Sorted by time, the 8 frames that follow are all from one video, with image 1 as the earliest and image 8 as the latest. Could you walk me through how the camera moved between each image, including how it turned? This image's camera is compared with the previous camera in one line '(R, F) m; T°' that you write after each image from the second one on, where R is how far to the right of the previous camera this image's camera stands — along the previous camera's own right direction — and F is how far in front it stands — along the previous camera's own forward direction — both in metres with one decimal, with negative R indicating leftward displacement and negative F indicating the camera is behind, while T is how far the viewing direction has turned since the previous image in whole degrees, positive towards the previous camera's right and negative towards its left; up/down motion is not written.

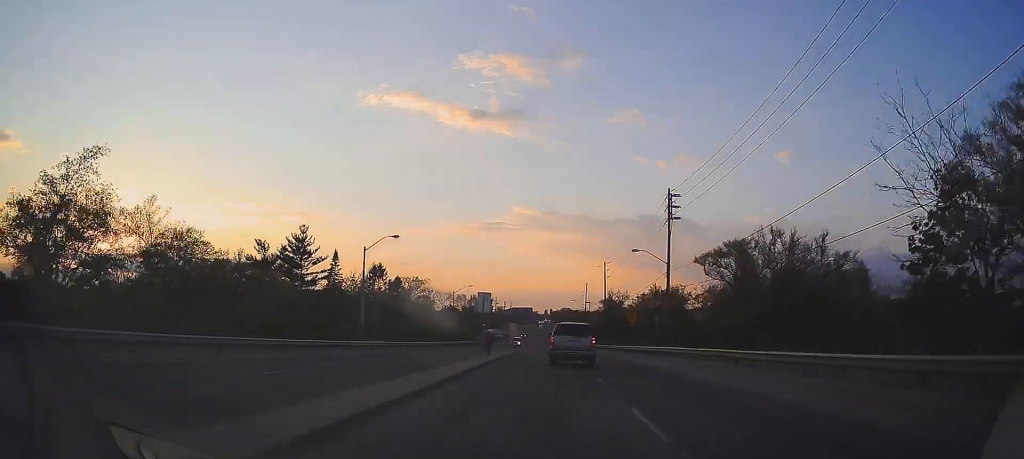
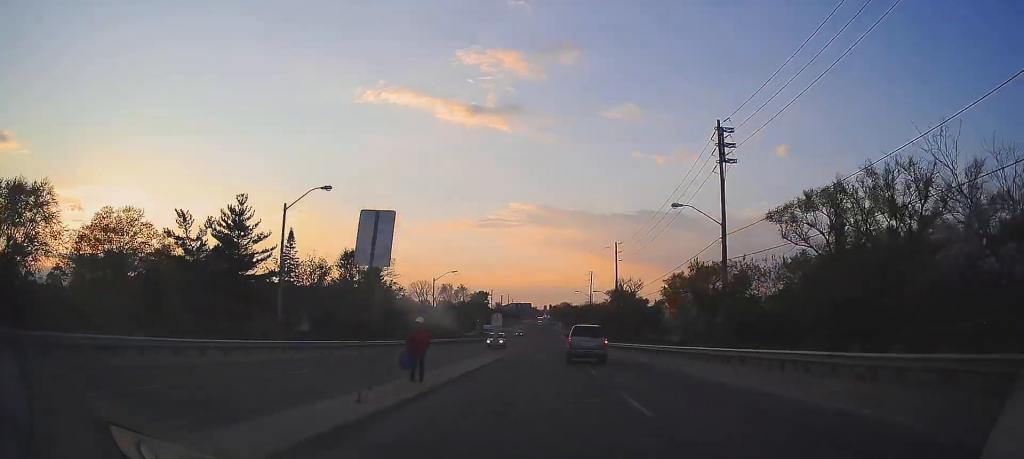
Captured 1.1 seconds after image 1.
(-0.1, +16.4) m; 0°
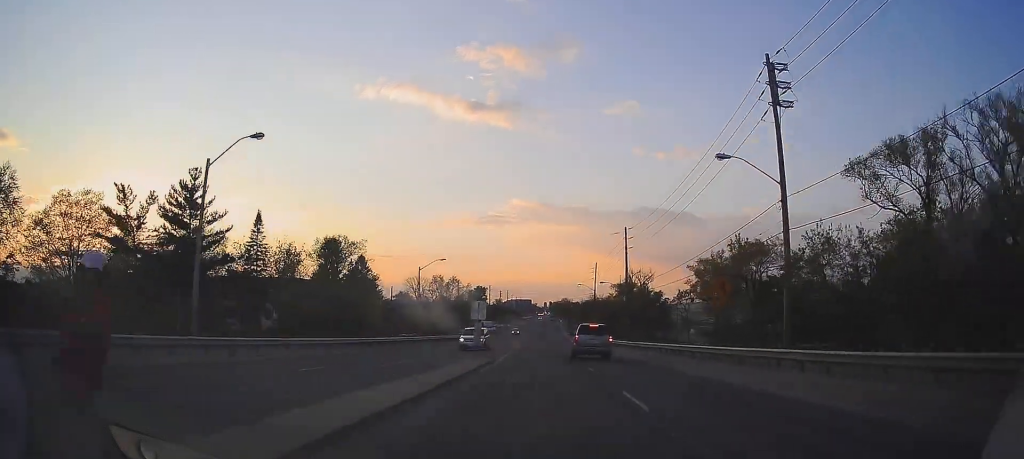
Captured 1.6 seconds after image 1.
(0.0, +8.9) m; 0°
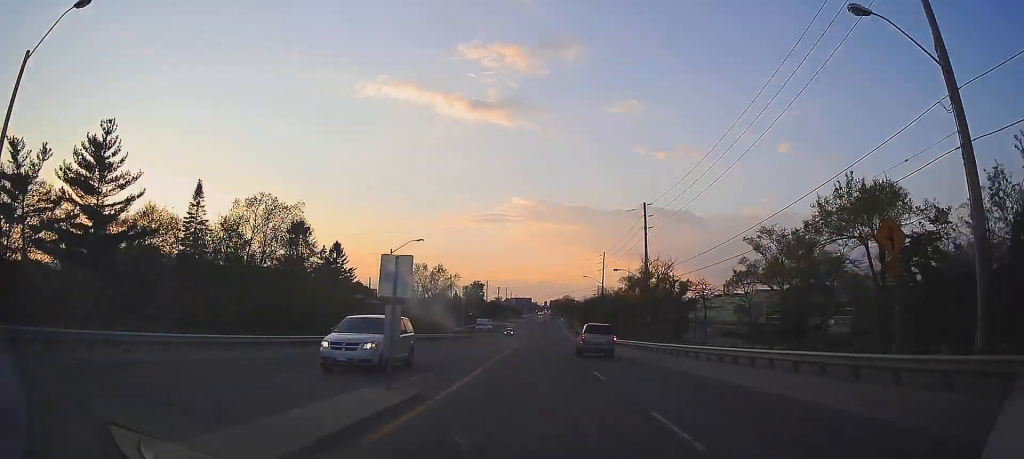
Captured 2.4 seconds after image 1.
(+0.1, +13.0) m; 0°
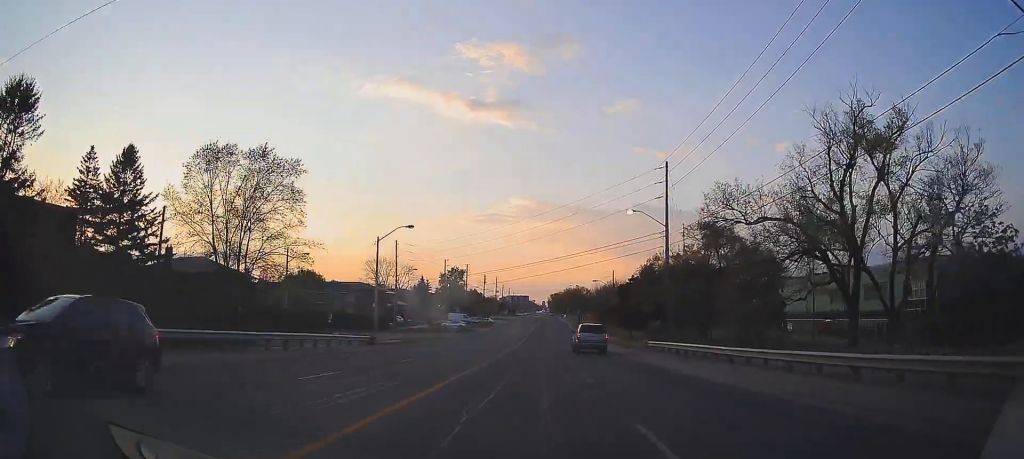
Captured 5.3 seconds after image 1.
(+0.7, +50.5) m; +1°
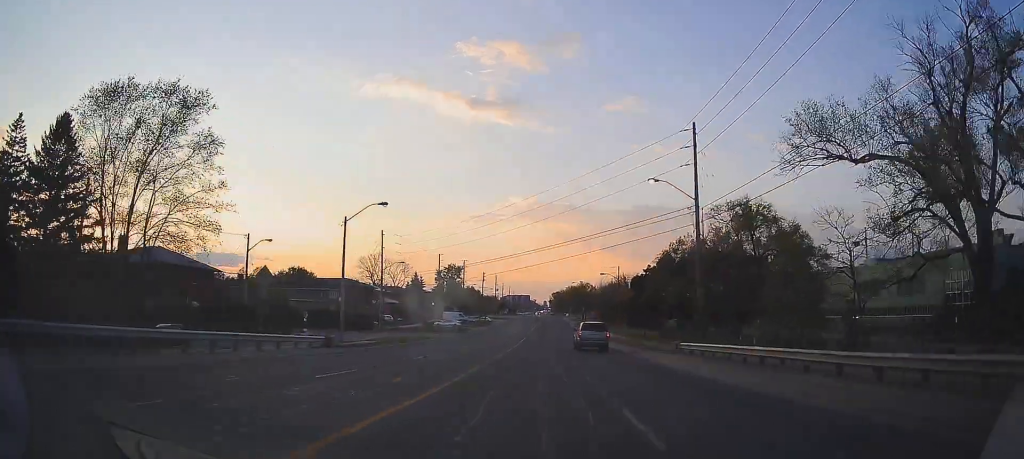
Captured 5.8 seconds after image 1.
(0.0, +8.5) m; -1°
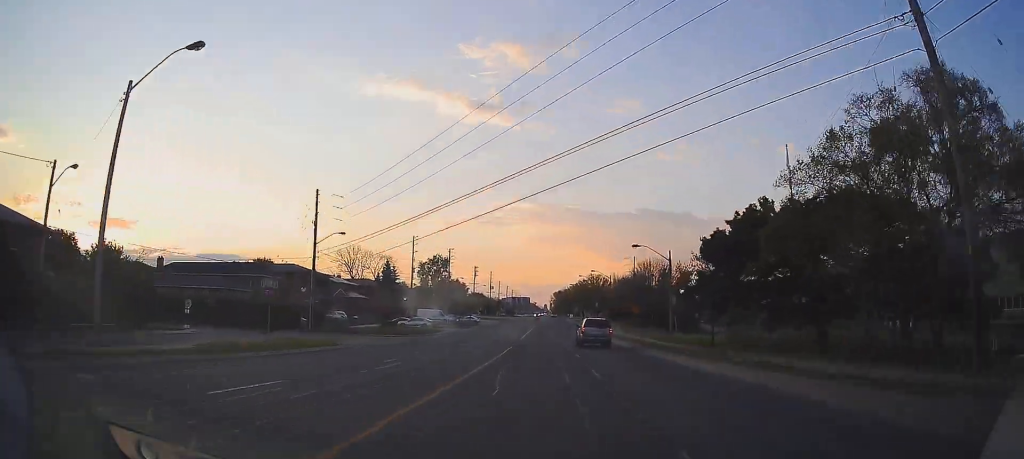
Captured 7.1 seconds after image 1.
(-0.2, +24.7) m; +1°
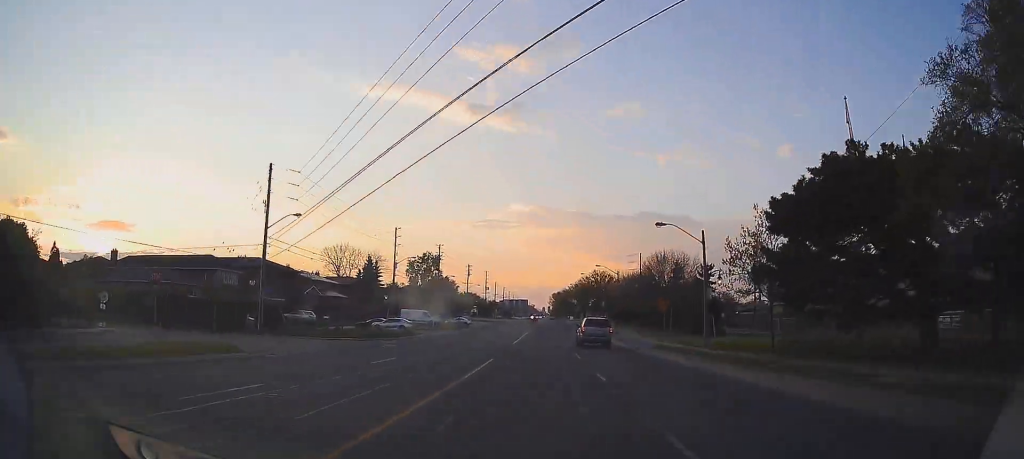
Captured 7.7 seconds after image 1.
(+0.2, +10.0) m; +1°
